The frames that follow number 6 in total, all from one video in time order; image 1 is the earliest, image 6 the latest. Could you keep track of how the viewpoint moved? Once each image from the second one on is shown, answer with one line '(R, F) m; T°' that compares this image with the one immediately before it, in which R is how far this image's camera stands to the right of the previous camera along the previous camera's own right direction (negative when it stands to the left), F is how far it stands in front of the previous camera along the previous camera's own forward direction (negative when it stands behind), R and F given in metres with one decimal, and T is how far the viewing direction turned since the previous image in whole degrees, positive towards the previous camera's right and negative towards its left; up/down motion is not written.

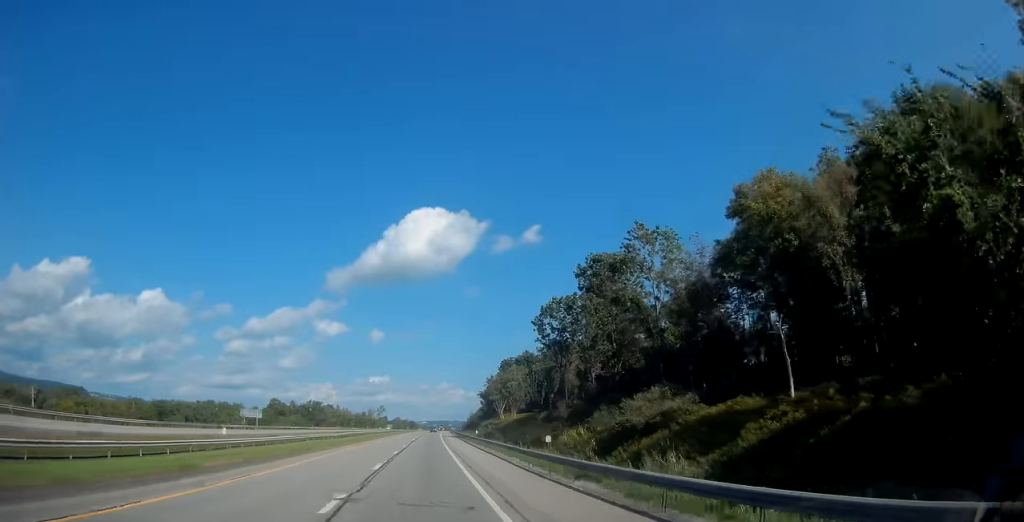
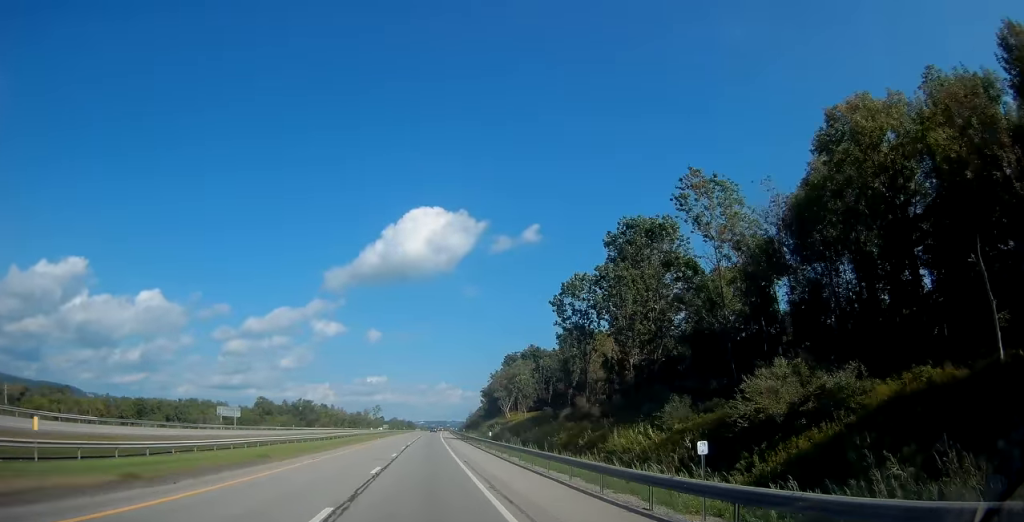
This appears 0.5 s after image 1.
(-0.1, +14.4) m; 0°
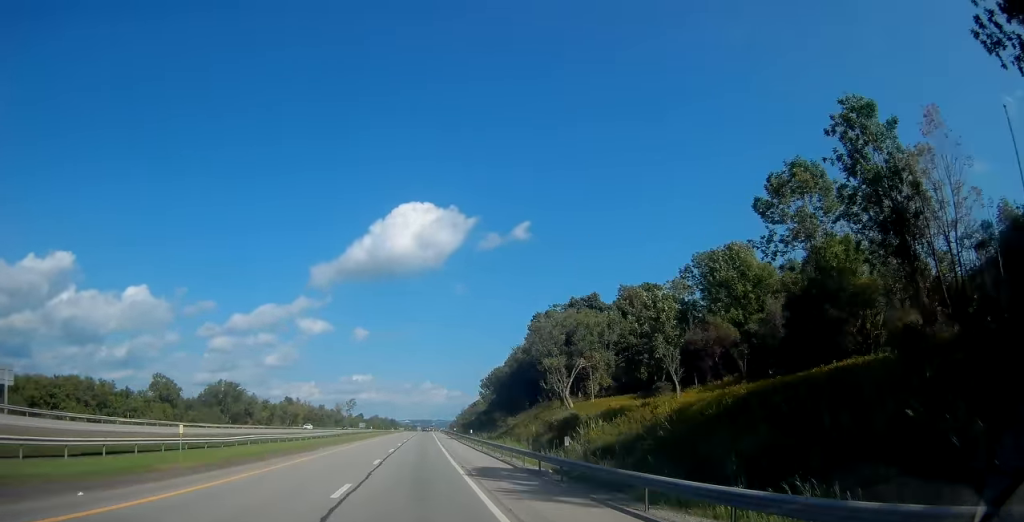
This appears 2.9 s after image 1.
(+1.2, +69.0) m; +2°
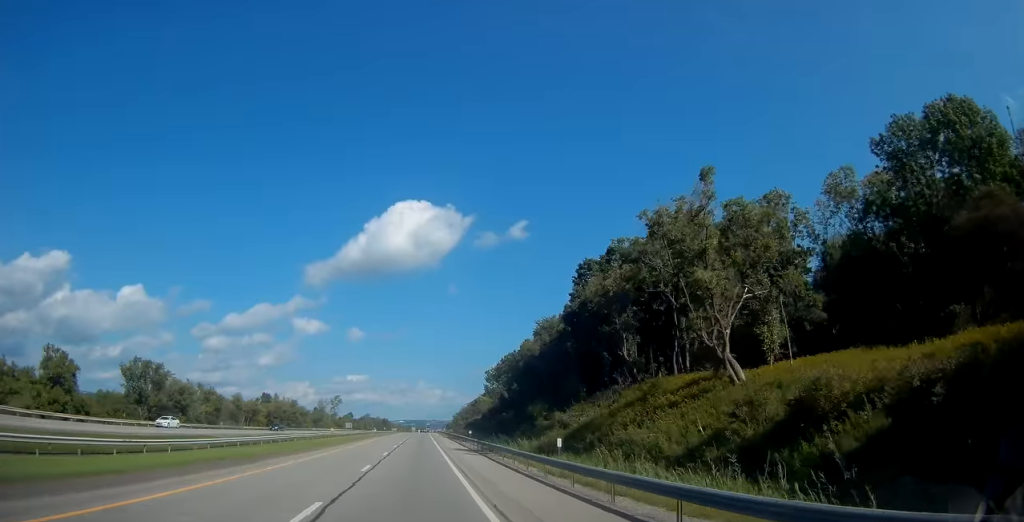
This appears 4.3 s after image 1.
(+0.6, +40.2) m; +1°
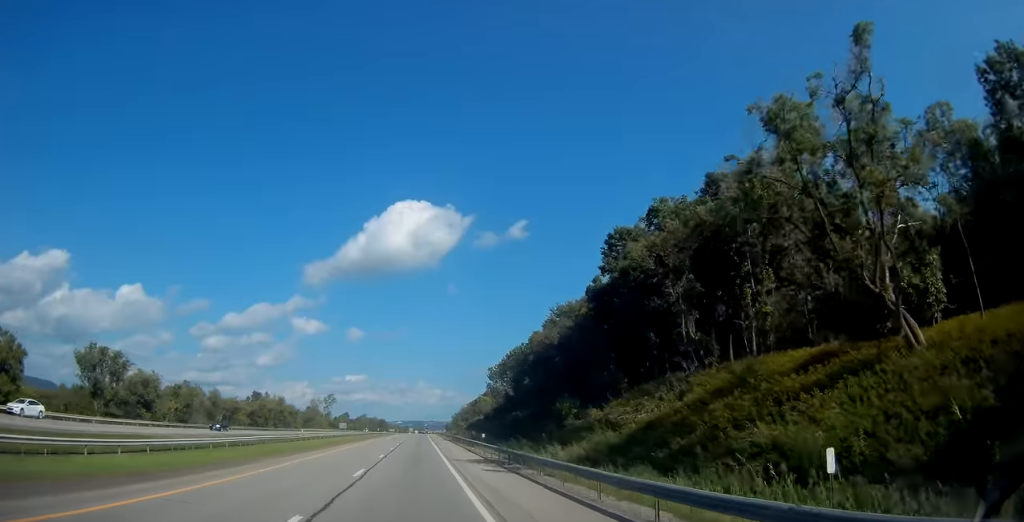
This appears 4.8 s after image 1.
(0.0, +14.4) m; 0°
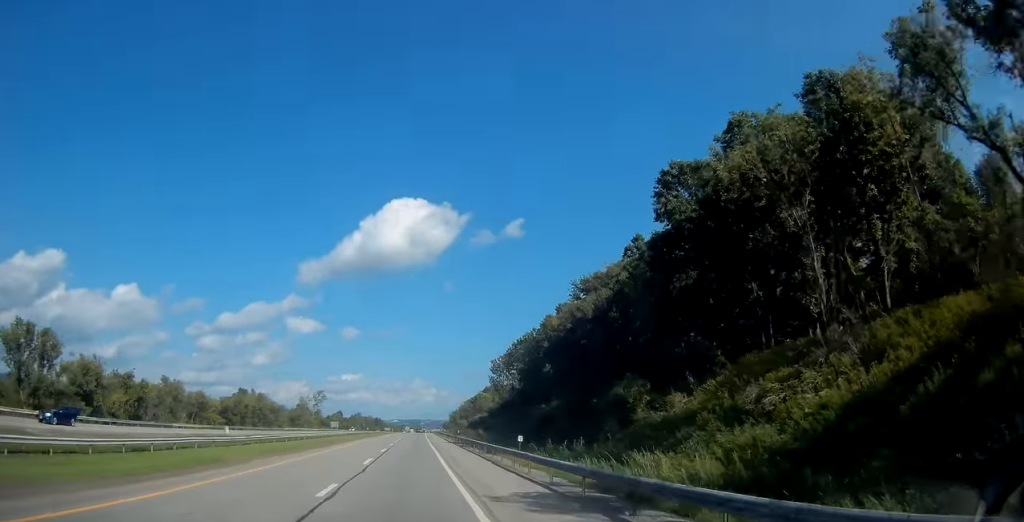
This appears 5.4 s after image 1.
(0.0, +18.2) m; 0°
